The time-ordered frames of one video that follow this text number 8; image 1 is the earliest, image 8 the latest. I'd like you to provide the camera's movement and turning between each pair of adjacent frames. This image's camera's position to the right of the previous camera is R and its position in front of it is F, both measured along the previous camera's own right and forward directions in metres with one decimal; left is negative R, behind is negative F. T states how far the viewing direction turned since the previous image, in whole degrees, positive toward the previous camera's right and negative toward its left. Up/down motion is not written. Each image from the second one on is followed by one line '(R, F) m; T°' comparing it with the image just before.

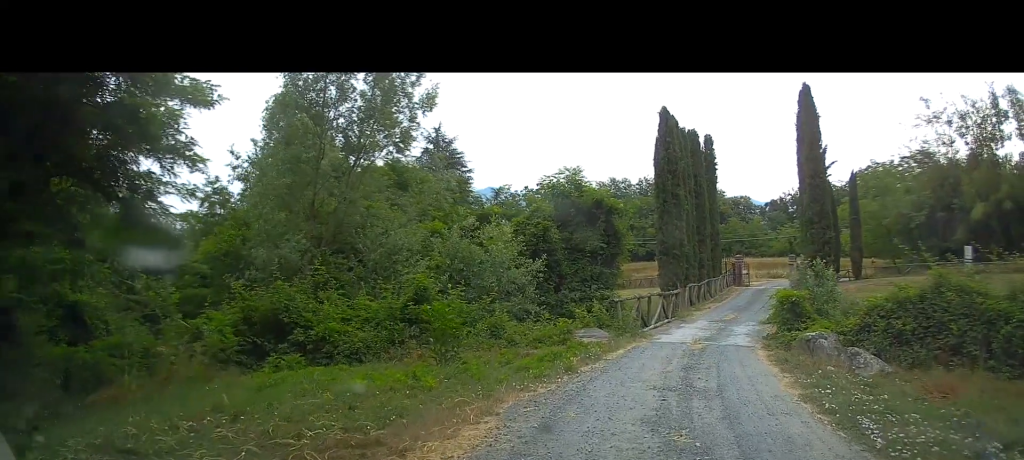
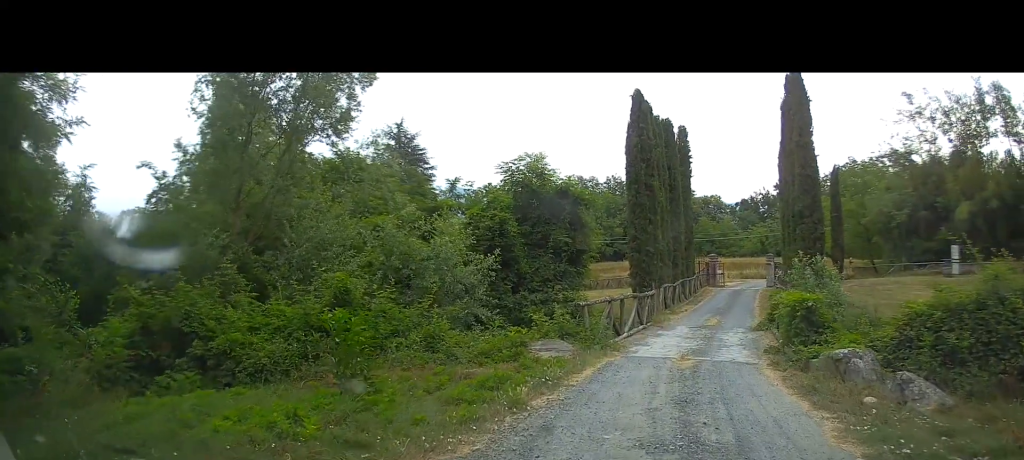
(+0.3, +3.2) m; +5°
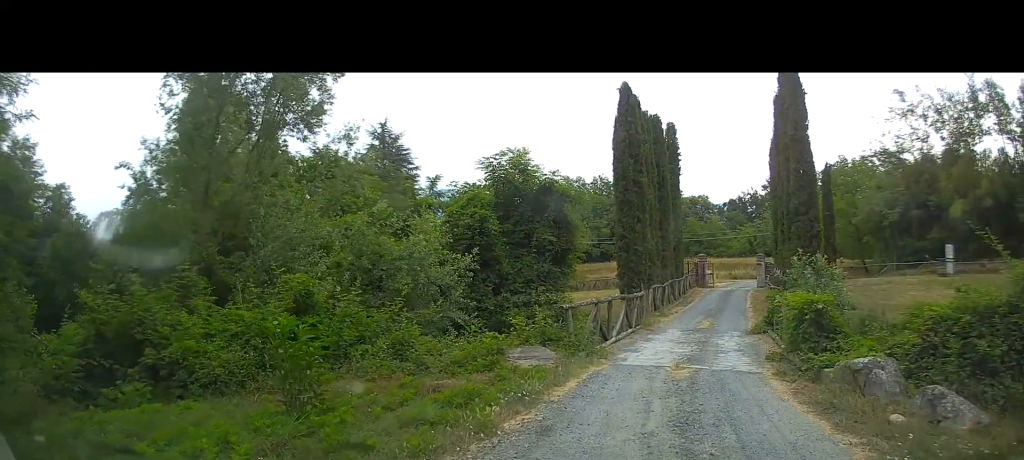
(0.0, +1.3) m; +1°
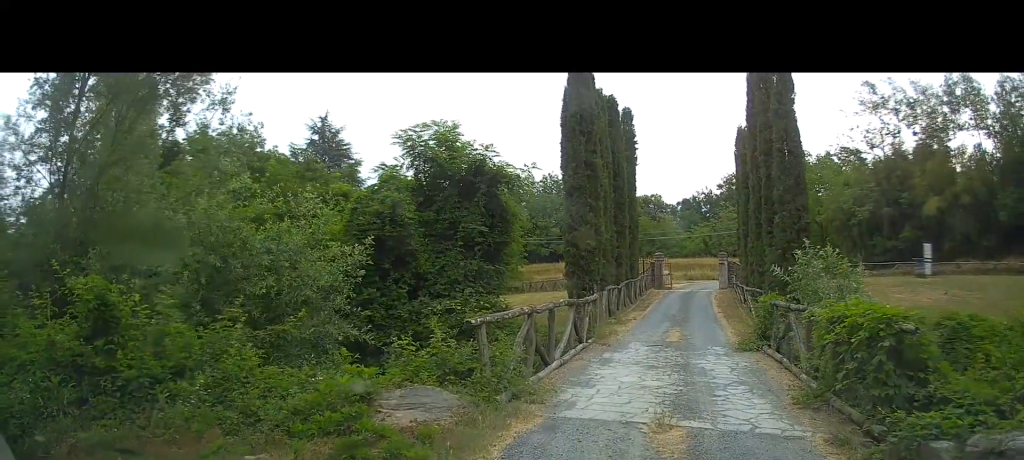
(+0.3, +4.5) m; +6°
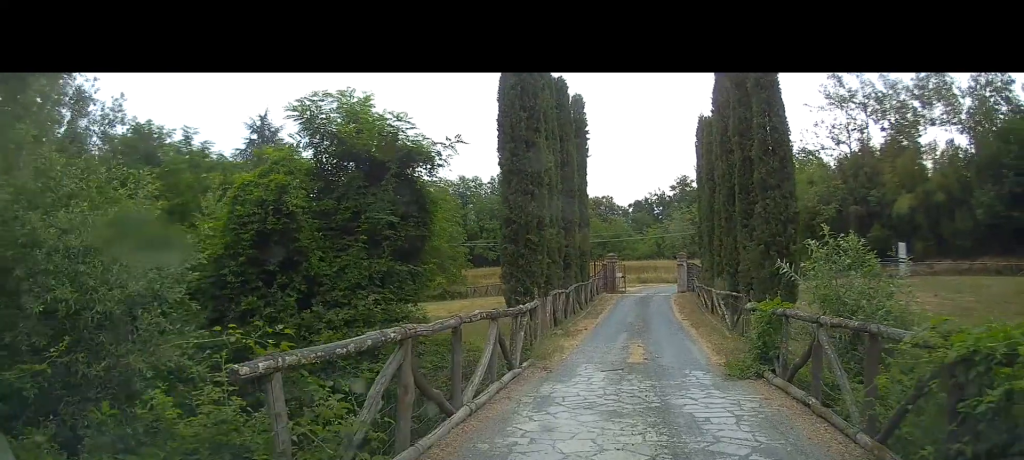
(-0.1, +3.8) m; 0°
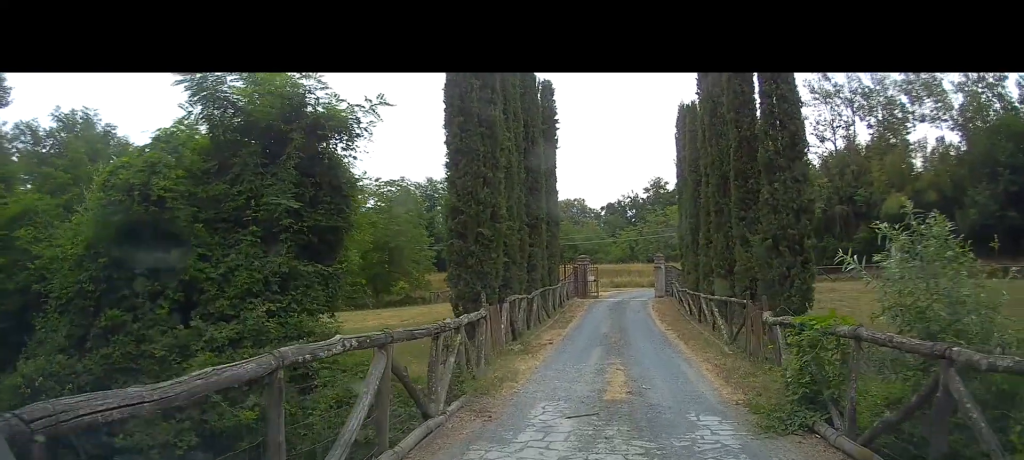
(+0.2, +3.4) m; +7°
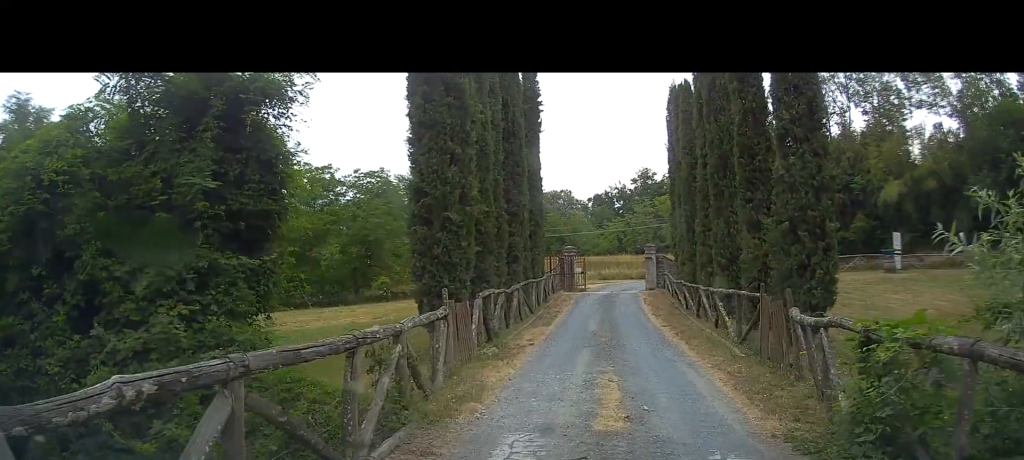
(0.0, +2.1) m; +1°
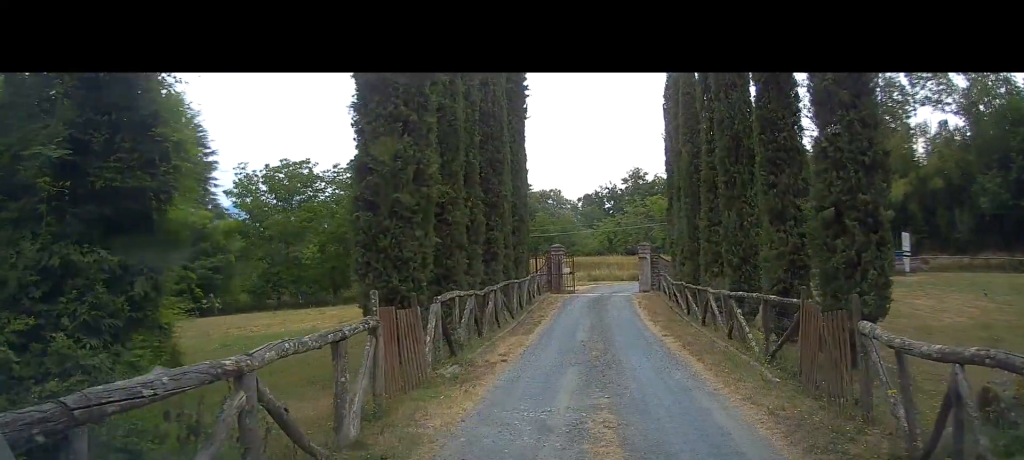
(0.0, +2.7) m; +1°
